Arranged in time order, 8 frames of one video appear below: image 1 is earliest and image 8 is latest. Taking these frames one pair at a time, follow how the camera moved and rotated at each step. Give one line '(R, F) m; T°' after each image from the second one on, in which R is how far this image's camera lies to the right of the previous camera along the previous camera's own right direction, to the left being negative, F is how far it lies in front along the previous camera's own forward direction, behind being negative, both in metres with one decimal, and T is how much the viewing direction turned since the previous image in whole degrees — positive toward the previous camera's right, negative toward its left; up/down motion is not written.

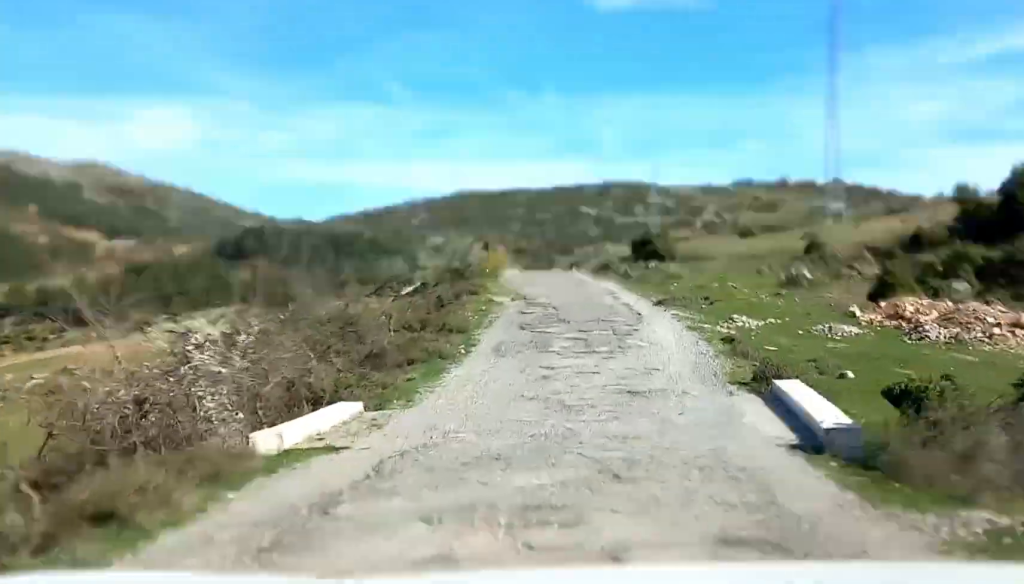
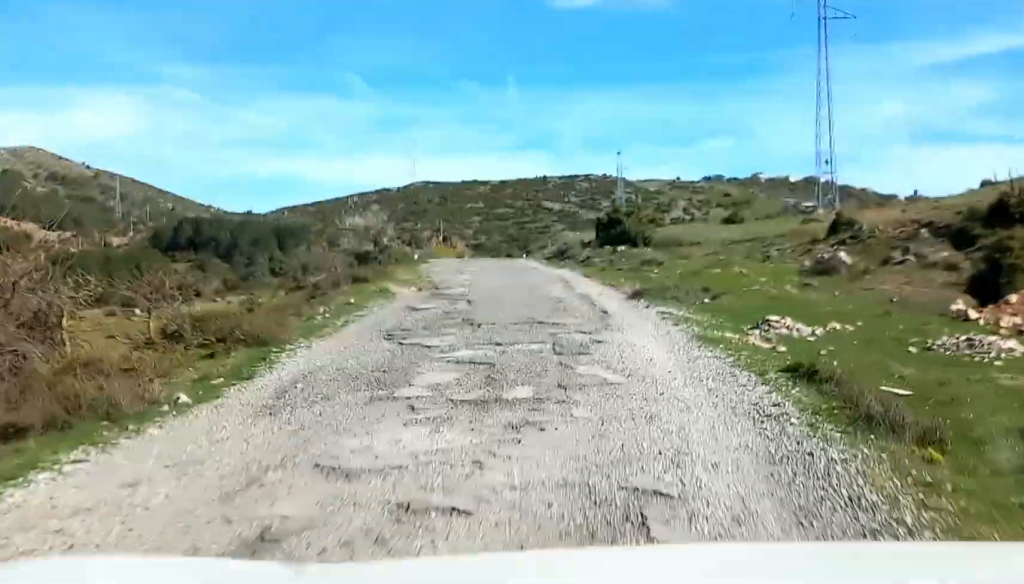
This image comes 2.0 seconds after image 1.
(+0.3, +15.1) m; -1°
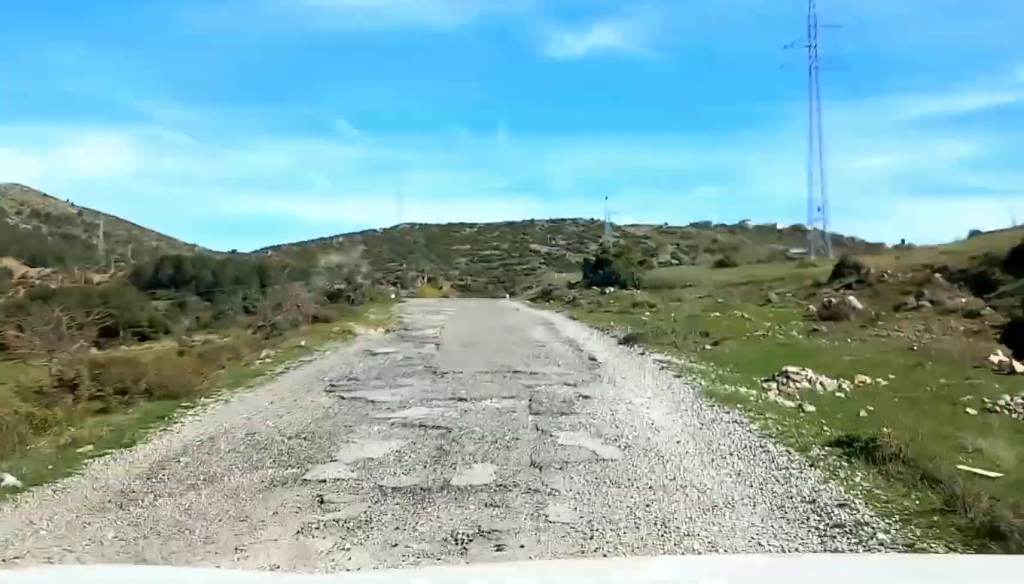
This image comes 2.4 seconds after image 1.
(-0.1, +2.3) m; -2°
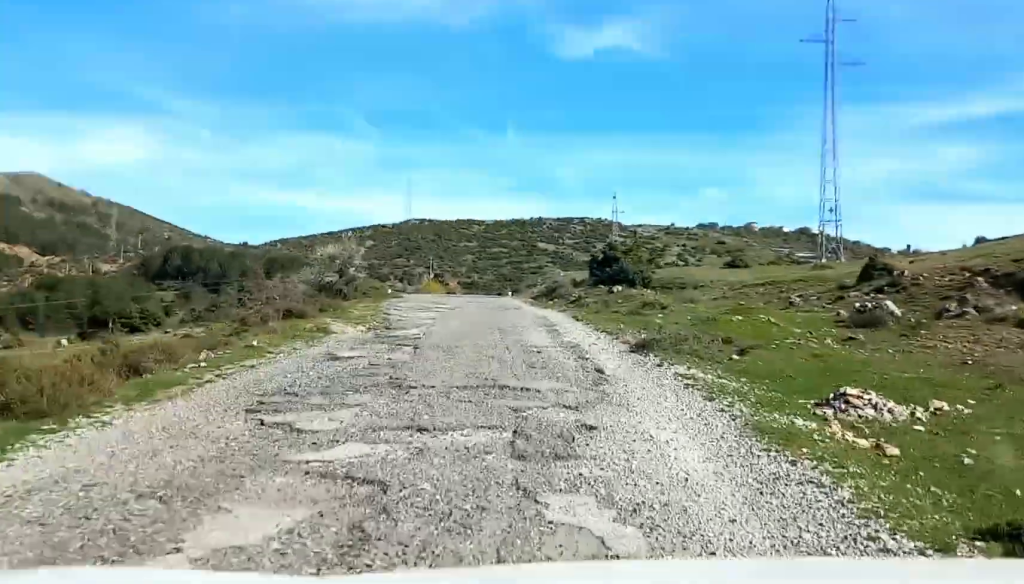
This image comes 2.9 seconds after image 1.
(0.0, +3.1) m; 0°
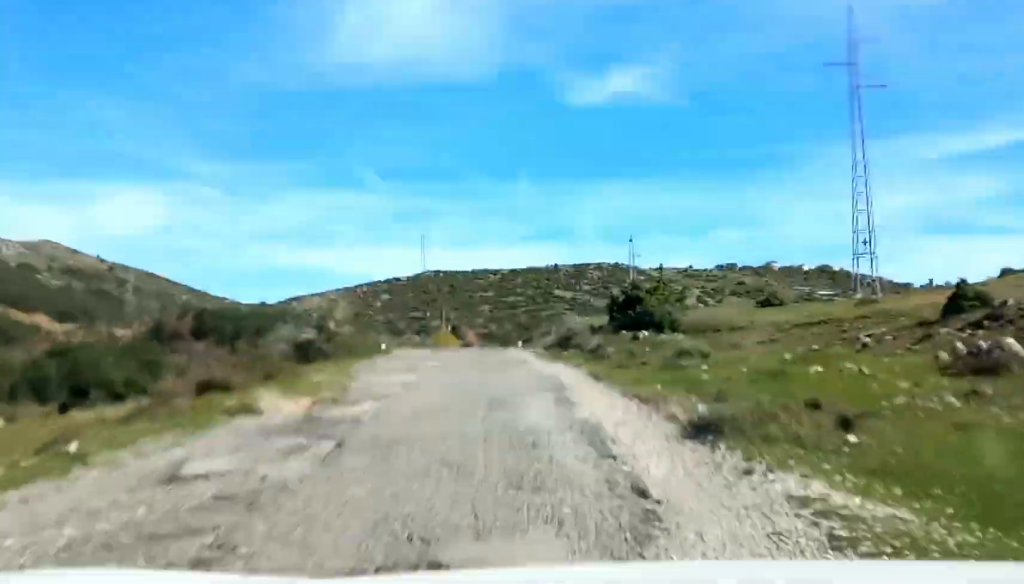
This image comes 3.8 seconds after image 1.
(0.0, +7.3) m; -1°
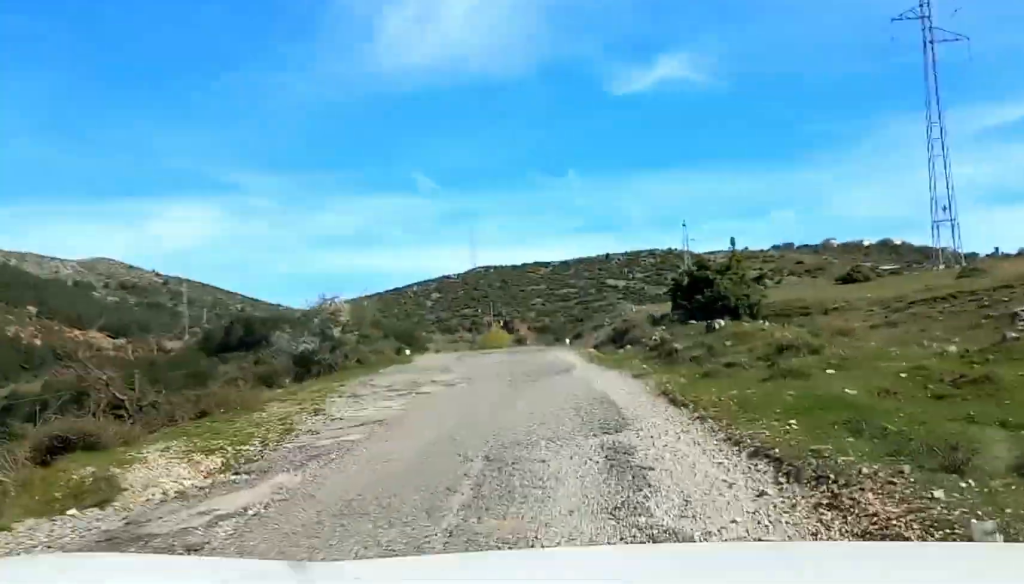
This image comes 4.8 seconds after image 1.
(-0.2, +9.5) m; -3°
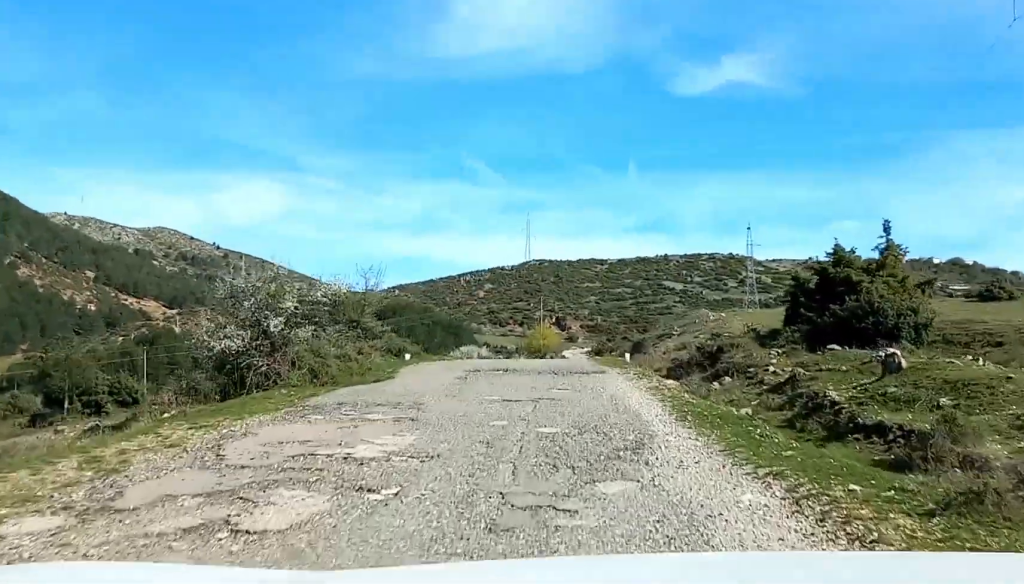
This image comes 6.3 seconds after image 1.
(0.0, +15.7) m; +2°
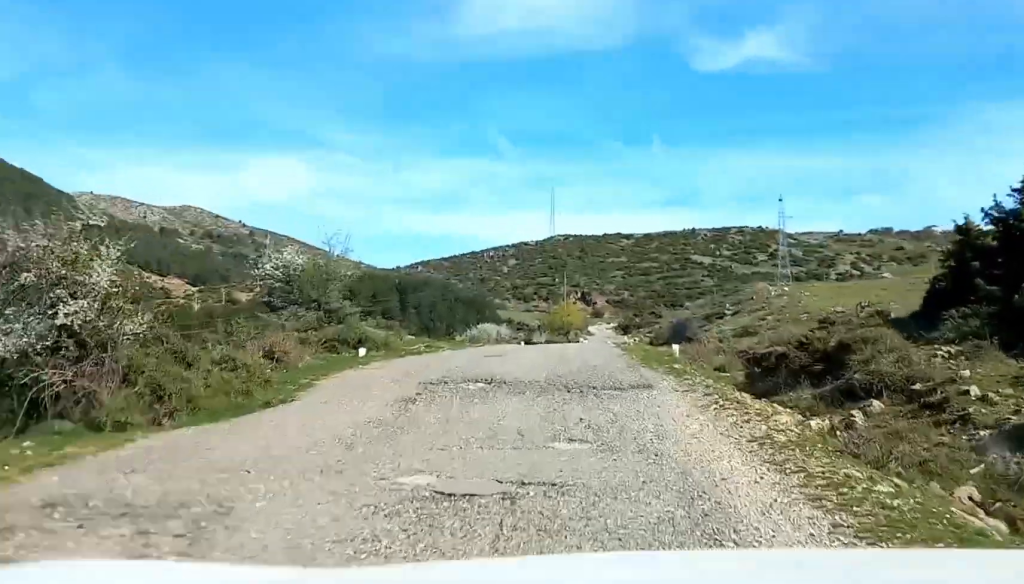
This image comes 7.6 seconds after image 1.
(-0.2, +6.8) m; -4°
